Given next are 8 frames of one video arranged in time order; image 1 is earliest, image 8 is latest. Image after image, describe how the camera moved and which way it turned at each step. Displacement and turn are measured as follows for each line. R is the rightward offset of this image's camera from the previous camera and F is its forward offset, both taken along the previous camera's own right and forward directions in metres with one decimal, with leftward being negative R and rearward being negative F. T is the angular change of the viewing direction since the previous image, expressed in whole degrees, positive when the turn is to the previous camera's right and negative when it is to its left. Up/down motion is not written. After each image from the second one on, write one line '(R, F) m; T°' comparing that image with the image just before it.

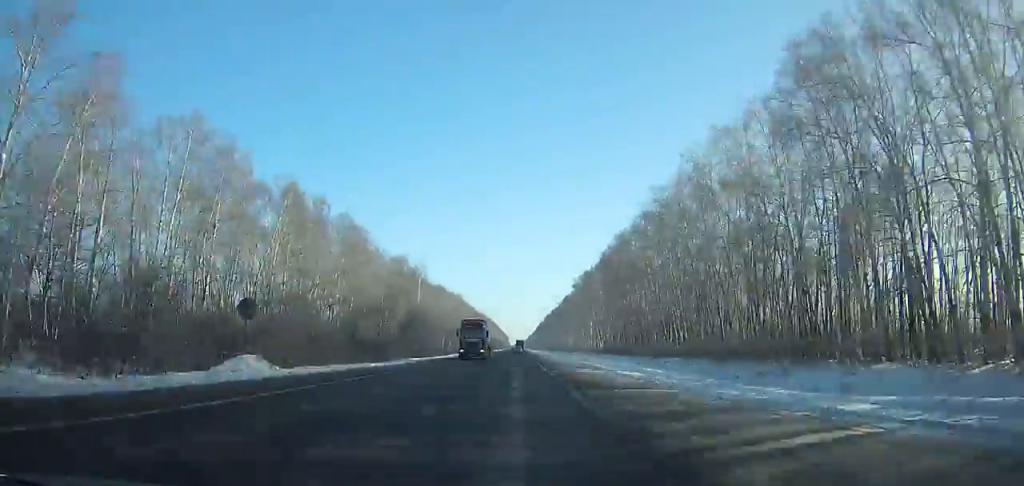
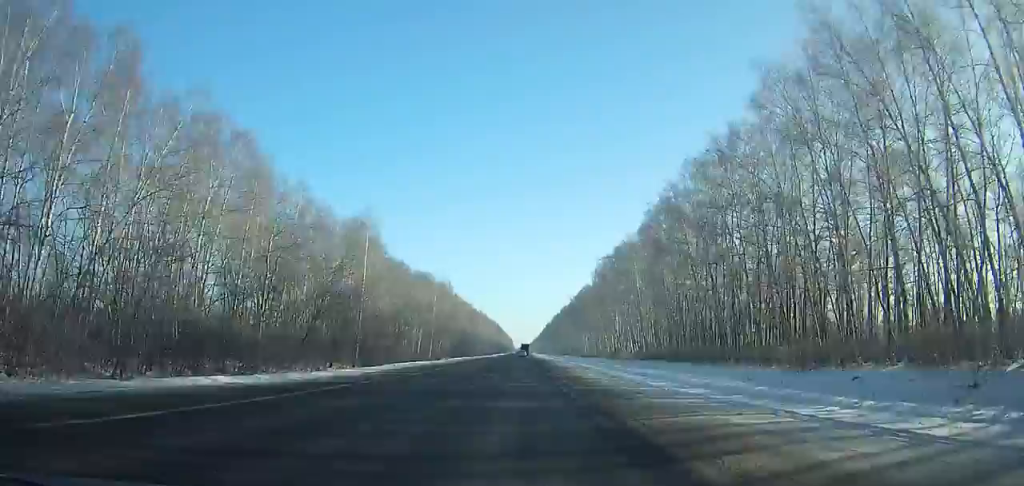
(-0.1, +47.2) m; 0°
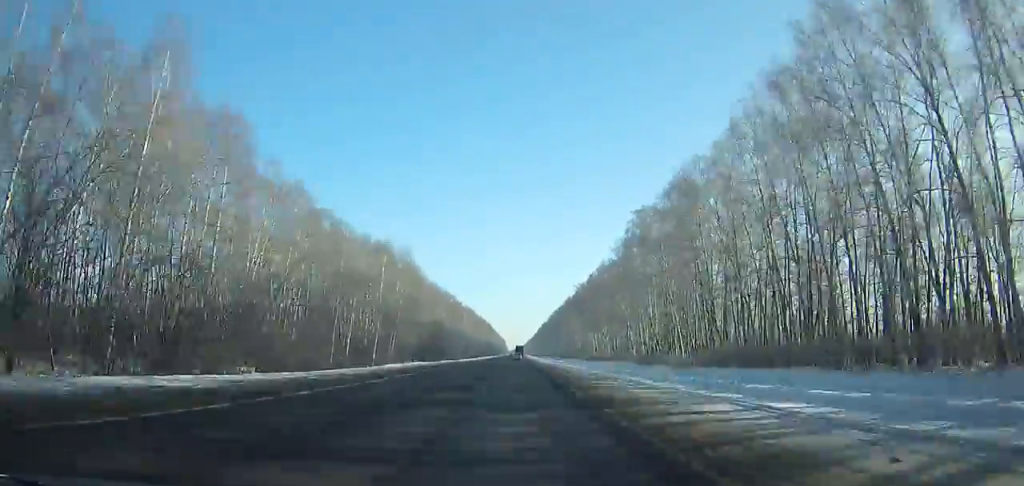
(+0.1, +48.8) m; 0°
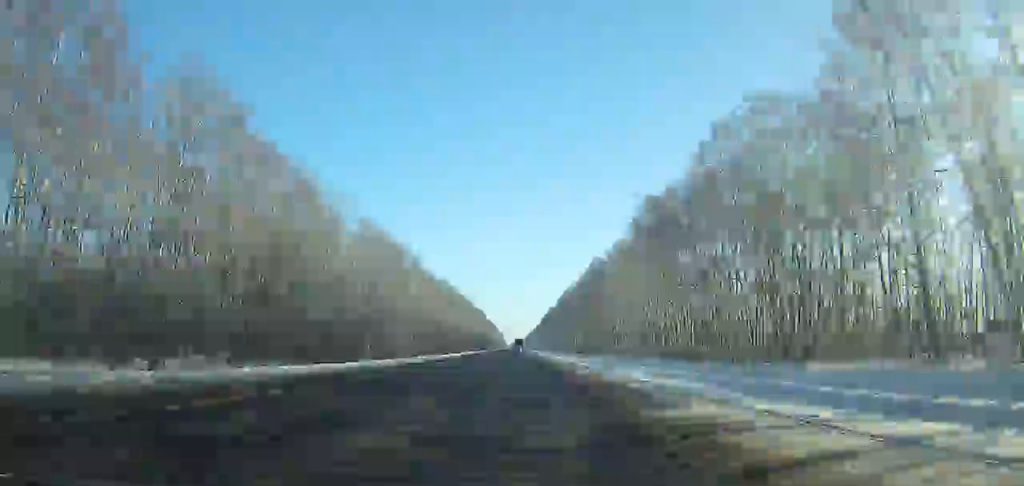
(+0.6, +105.4) m; 0°
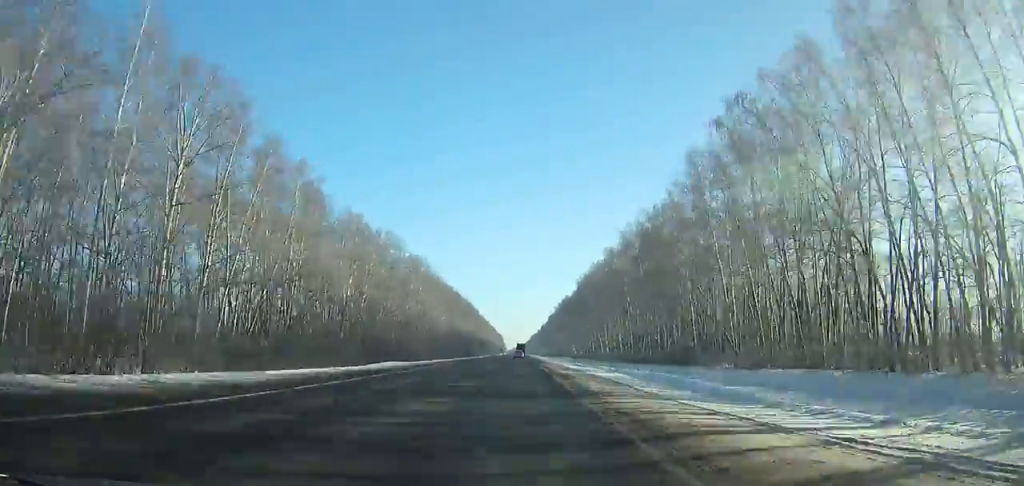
(+0.3, +90.6) m; 0°
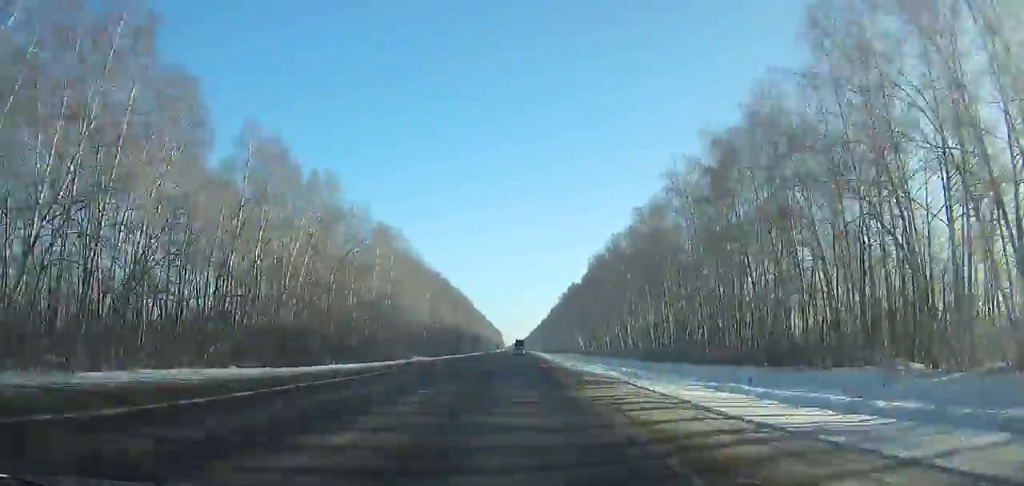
(+0.2, +36.6) m; 0°
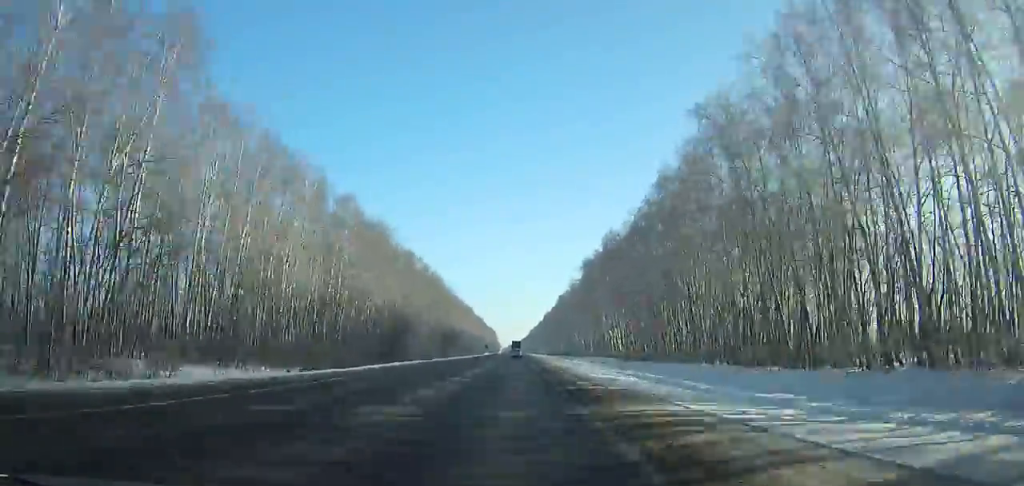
(+0.1, +90.0) m; 0°
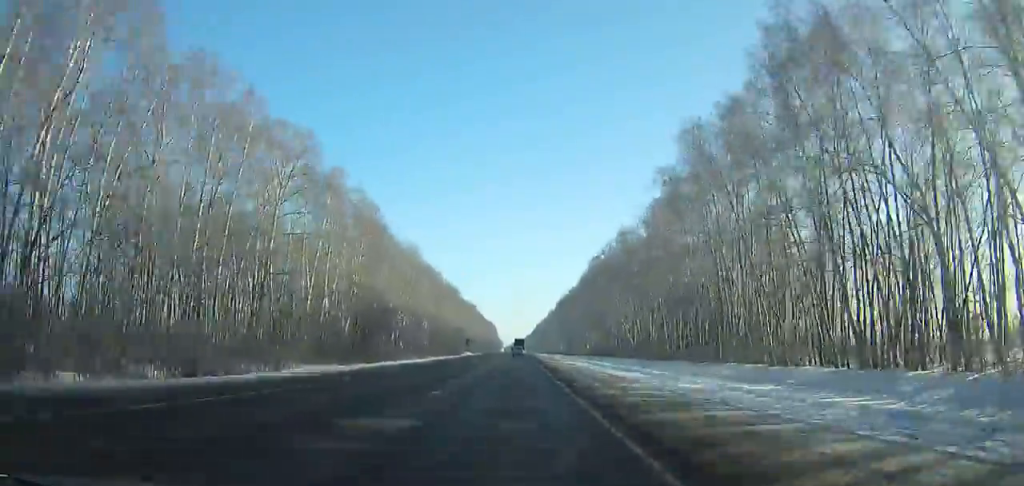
(-0.9, +96.7) m; 0°
